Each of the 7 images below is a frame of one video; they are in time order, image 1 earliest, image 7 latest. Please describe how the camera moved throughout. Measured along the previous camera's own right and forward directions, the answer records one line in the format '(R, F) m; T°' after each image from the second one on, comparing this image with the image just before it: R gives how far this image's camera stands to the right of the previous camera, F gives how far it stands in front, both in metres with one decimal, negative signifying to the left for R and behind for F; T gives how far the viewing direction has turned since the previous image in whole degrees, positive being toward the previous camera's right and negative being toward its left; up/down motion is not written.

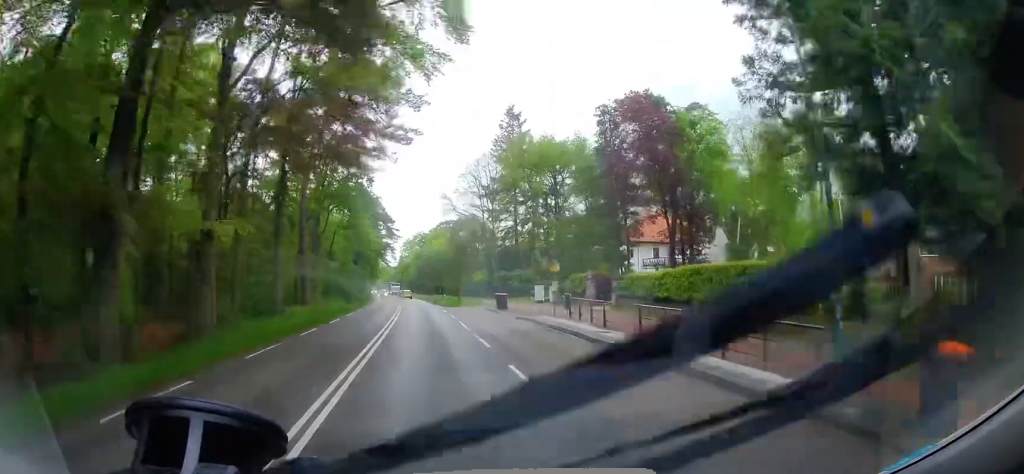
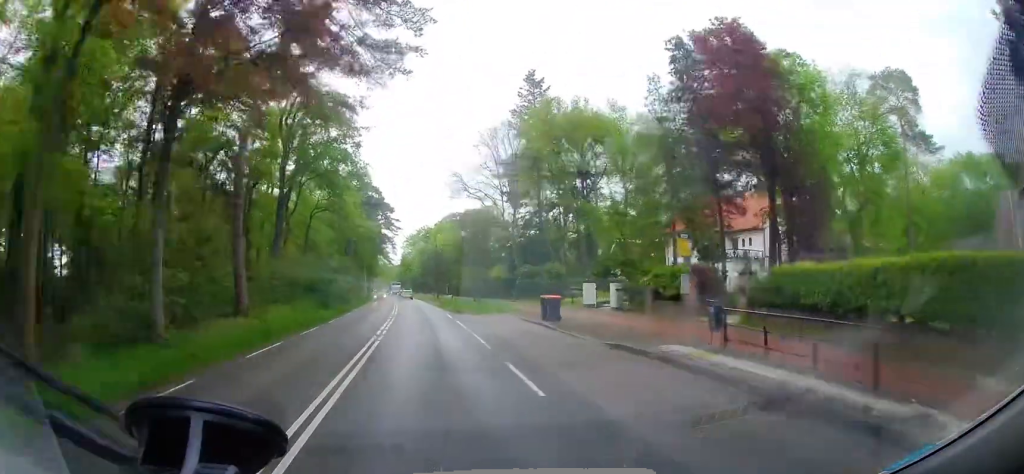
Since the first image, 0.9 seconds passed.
(0.0, +12.2) m; 0°
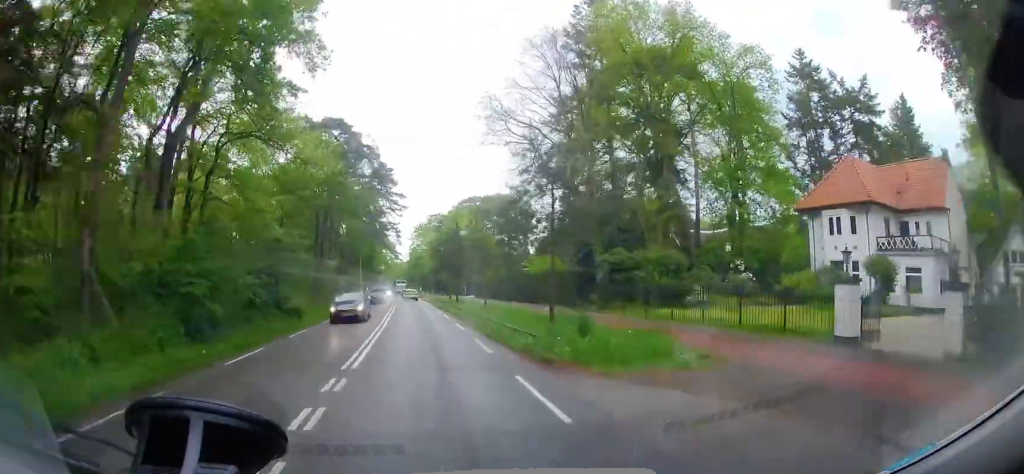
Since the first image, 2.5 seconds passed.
(0.0, +19.6) m; -1°
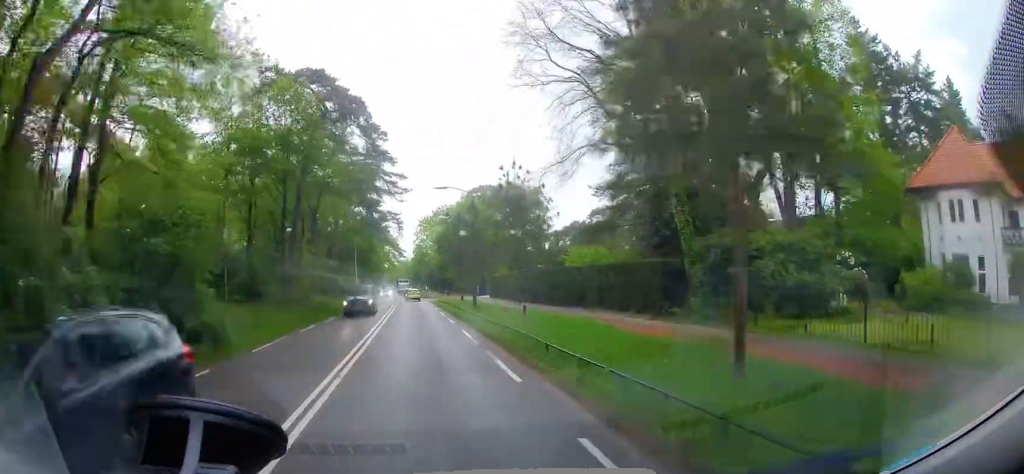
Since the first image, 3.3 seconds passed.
(-0.1, +9.9) m; -1°
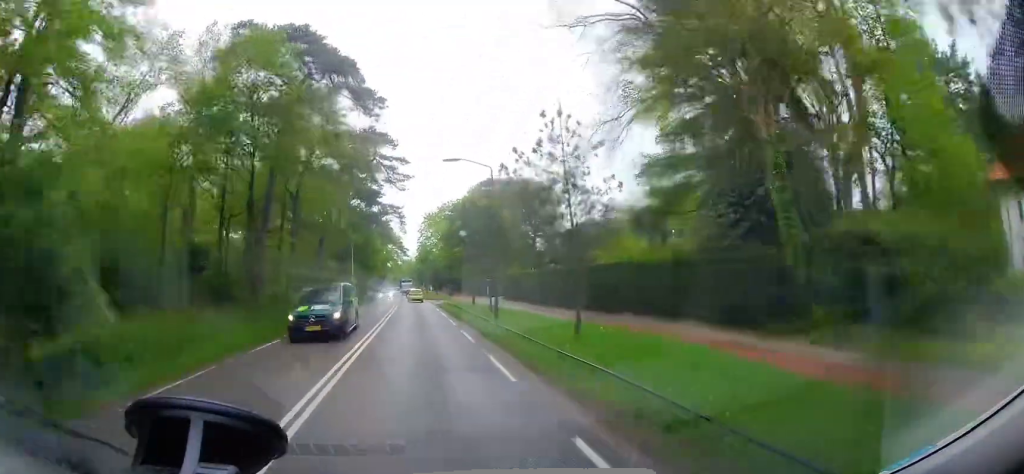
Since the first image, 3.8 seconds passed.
(-0.1, +6.2) m; -1°
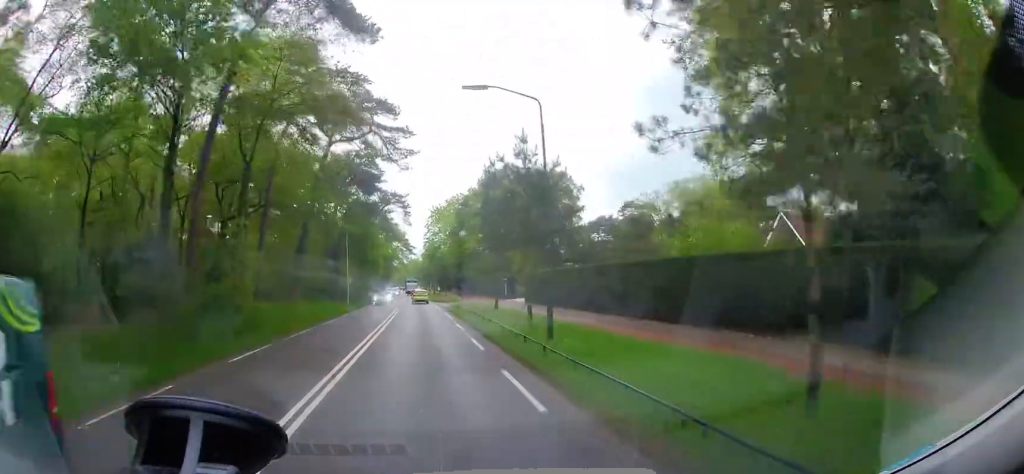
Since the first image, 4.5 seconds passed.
(0.0, +8.2) m; -1°
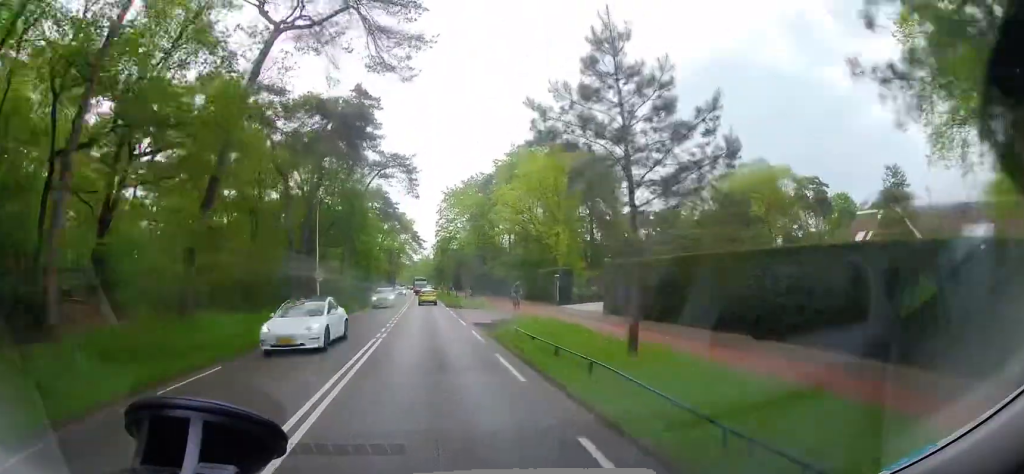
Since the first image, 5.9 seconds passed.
(-0.1, +16.8) m; -1°
